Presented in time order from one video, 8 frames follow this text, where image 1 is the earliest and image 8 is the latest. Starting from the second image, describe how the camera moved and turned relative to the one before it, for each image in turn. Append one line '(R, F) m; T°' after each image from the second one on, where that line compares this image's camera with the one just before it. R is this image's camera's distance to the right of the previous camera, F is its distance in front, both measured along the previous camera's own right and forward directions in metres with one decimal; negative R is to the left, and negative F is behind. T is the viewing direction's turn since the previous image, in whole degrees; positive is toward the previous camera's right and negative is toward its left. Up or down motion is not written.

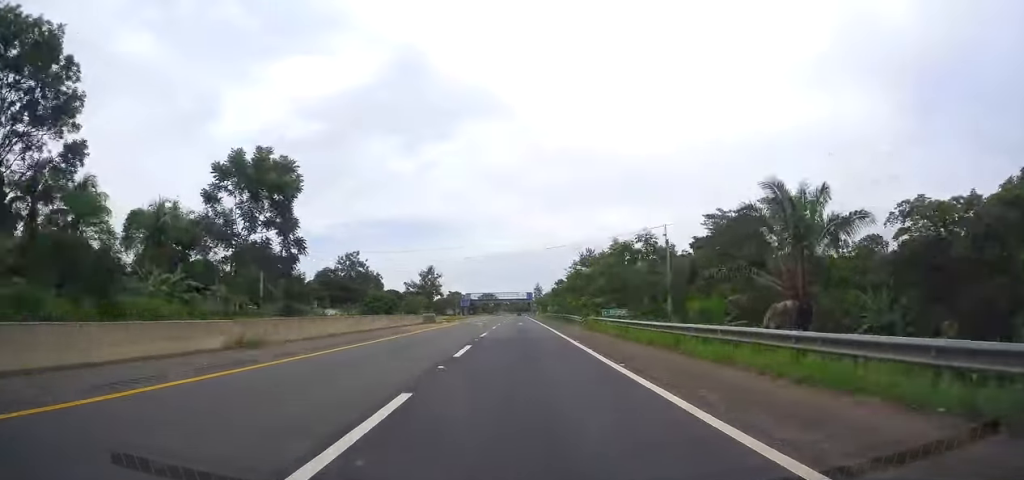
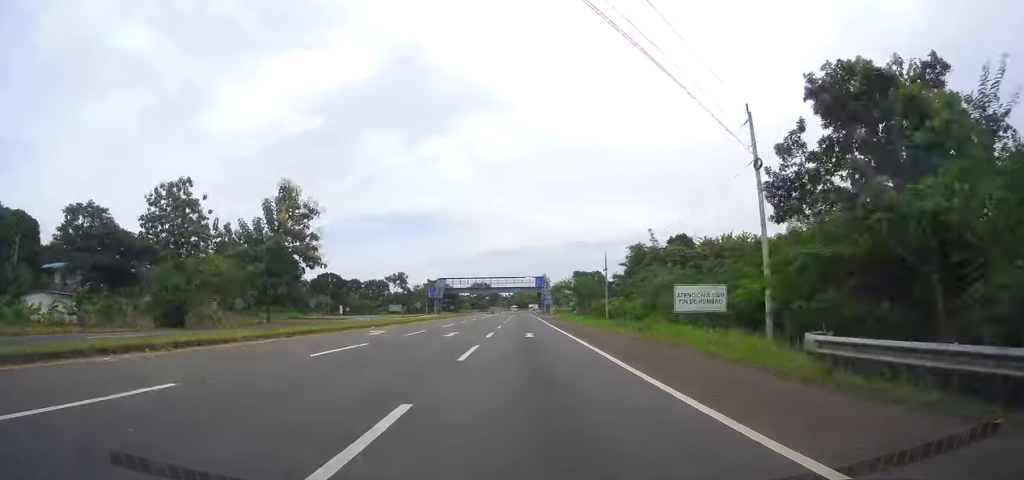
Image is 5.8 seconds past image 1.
(+1.2, +97.9) m; +1°
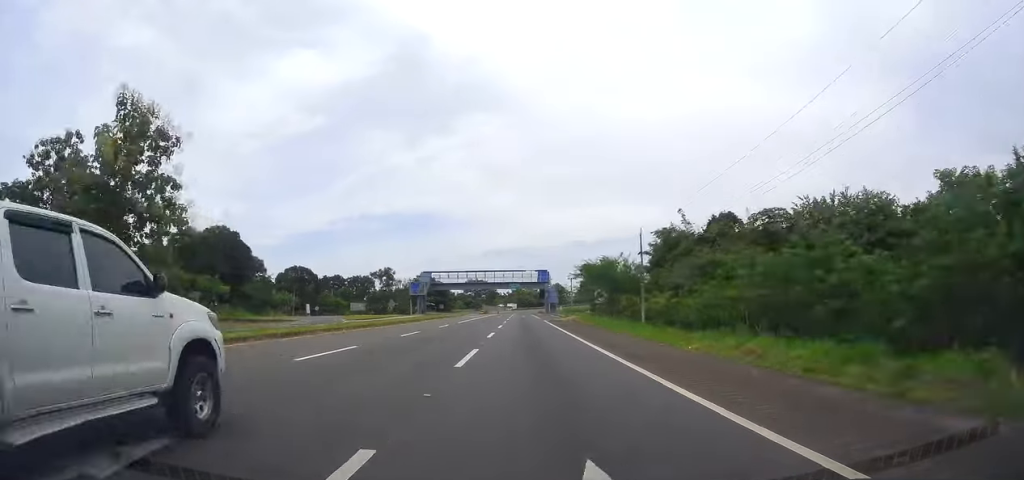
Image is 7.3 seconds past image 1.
(-0.3, +26.1) m; -1°
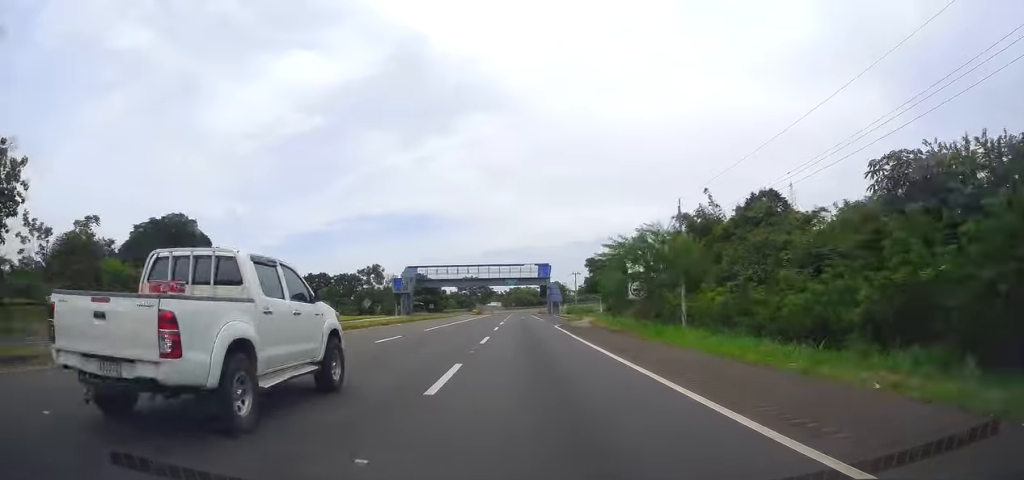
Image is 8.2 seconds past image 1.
(0.0, +16.0) m; 0°
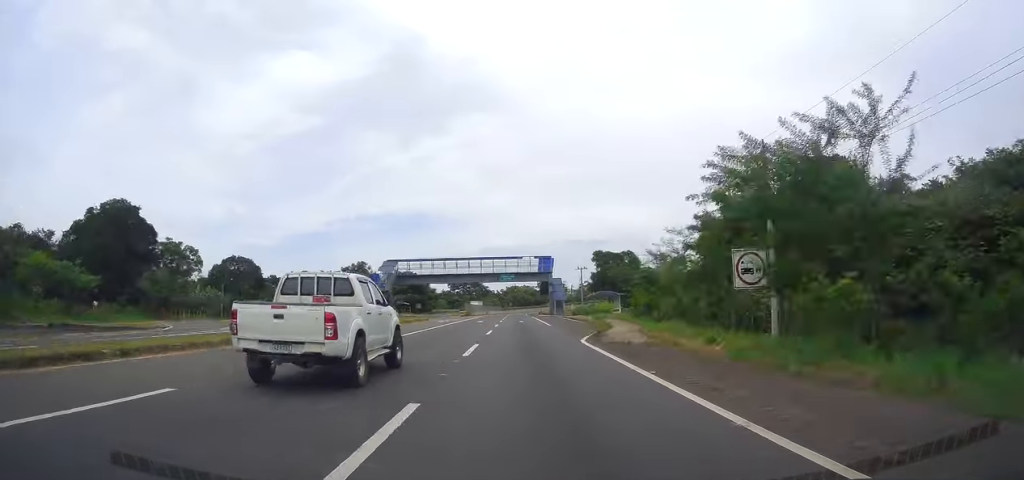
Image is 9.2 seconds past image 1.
(0.0, +17.5) m; 0°
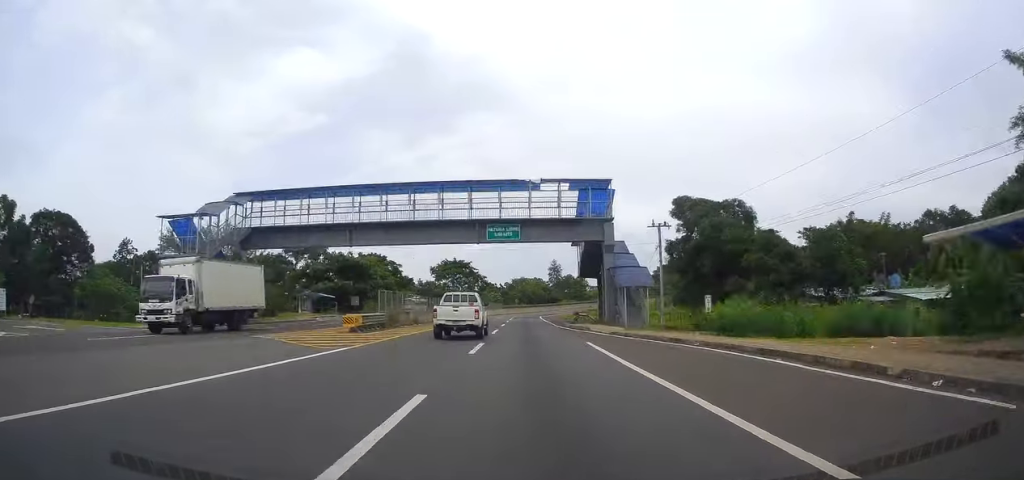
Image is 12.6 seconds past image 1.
(+0.2, +60.7) m; +1°
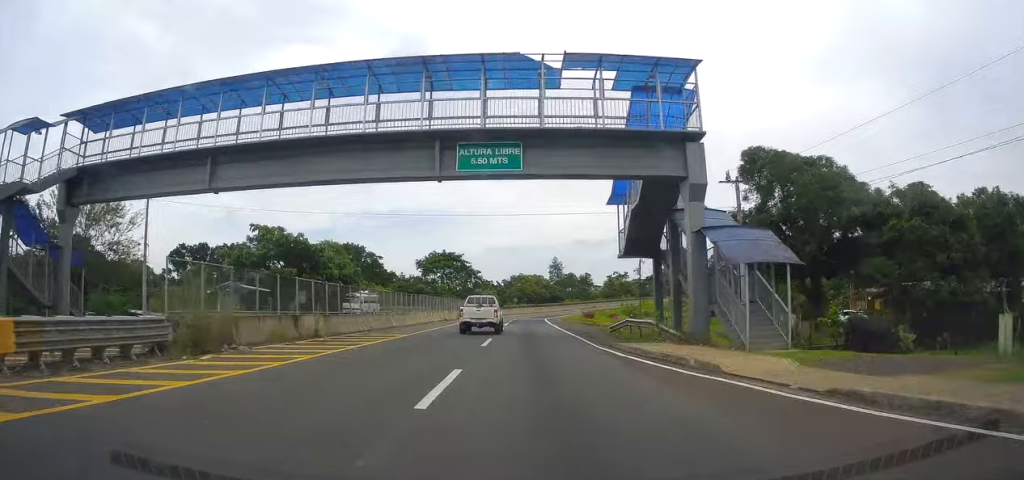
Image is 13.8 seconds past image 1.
(0.0, +21.0) m; 0°
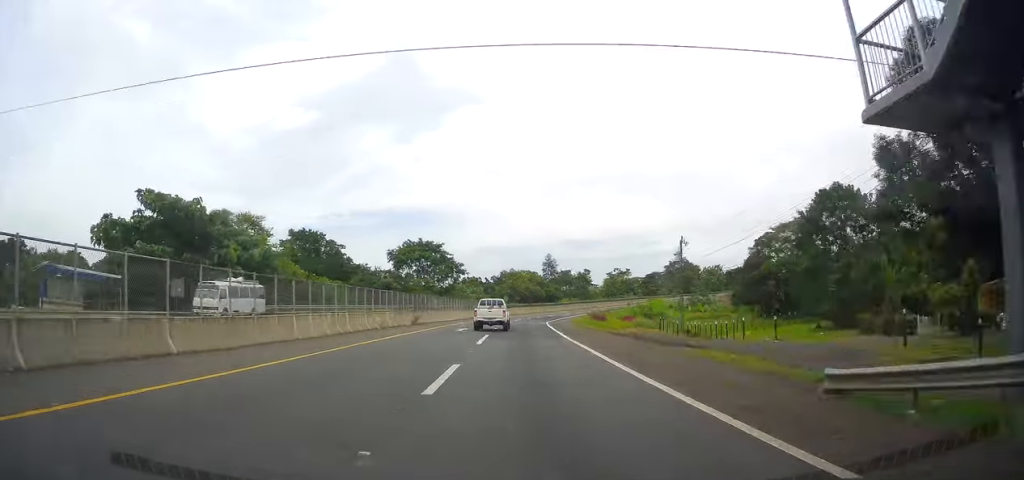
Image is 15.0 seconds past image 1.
(0.0, +22.7) m; +1°
